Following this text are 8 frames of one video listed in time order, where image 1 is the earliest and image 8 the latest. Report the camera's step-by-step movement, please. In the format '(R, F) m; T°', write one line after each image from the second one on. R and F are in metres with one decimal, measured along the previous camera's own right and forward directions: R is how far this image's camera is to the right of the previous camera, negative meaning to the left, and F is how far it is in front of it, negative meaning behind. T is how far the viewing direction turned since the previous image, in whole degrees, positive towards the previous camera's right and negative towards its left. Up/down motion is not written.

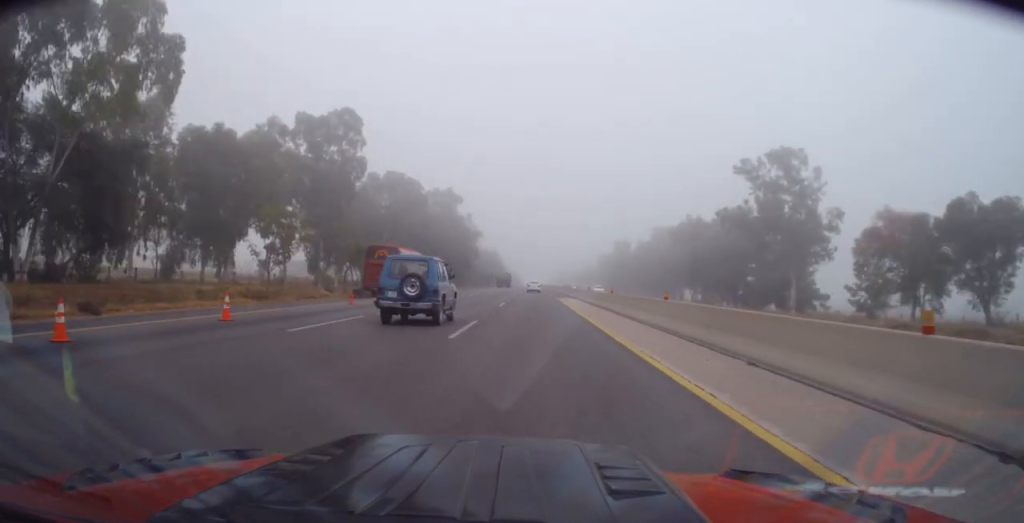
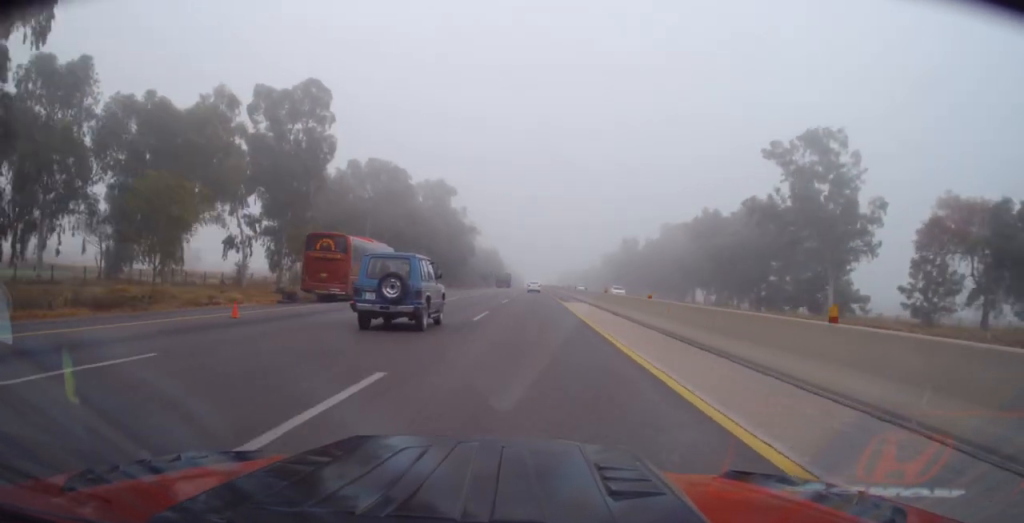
(-0.1, +11.3) m; -1°
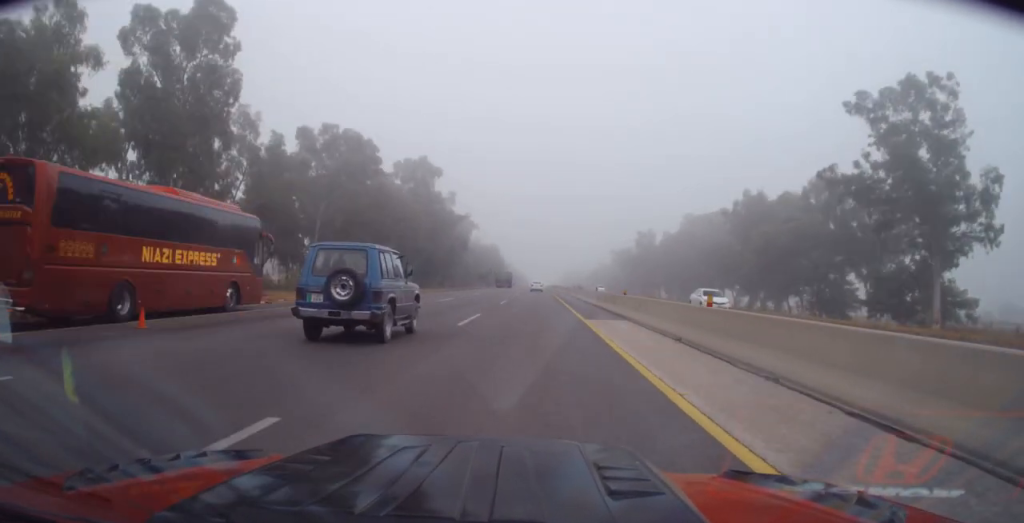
(-0.1, +20.8) m; 0°
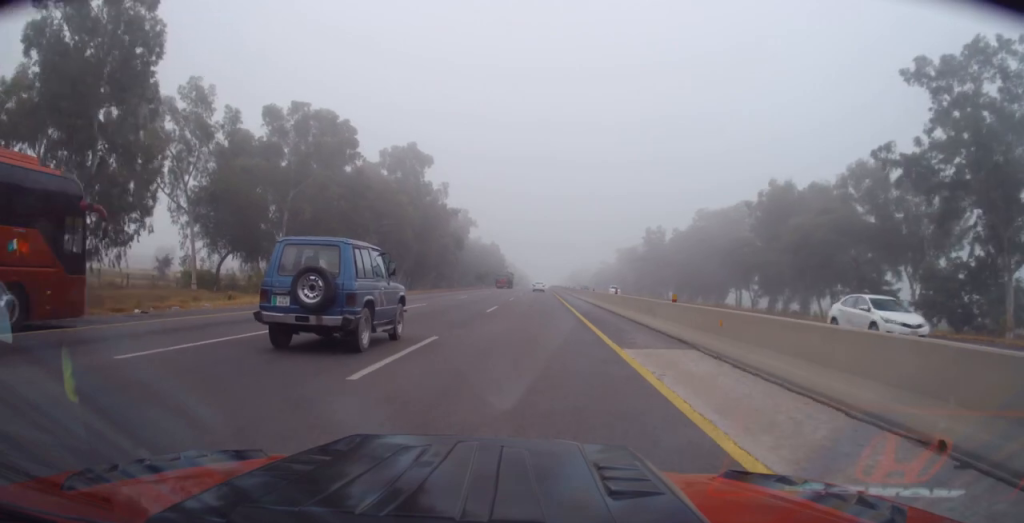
(0.0, +9.6) m; 0°
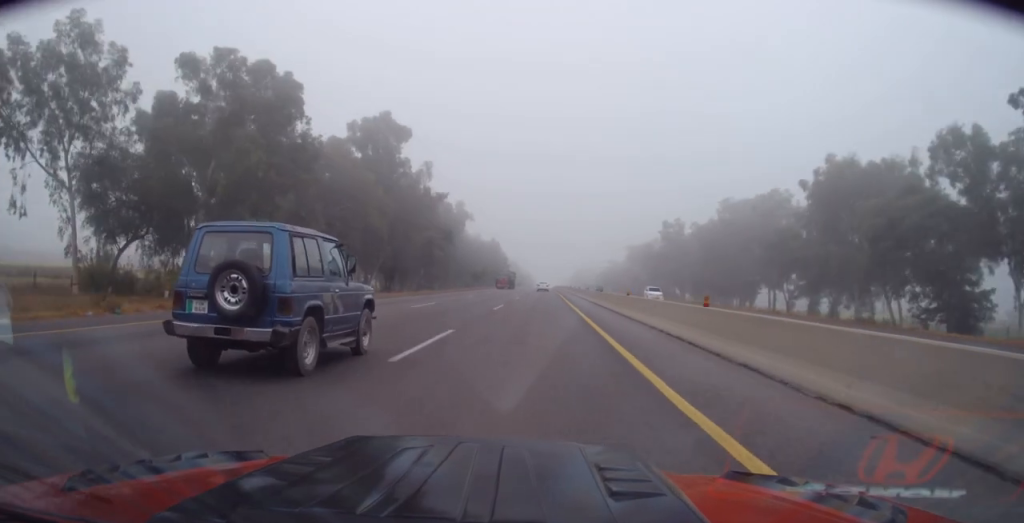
(0.0, +16.0) m; 0°
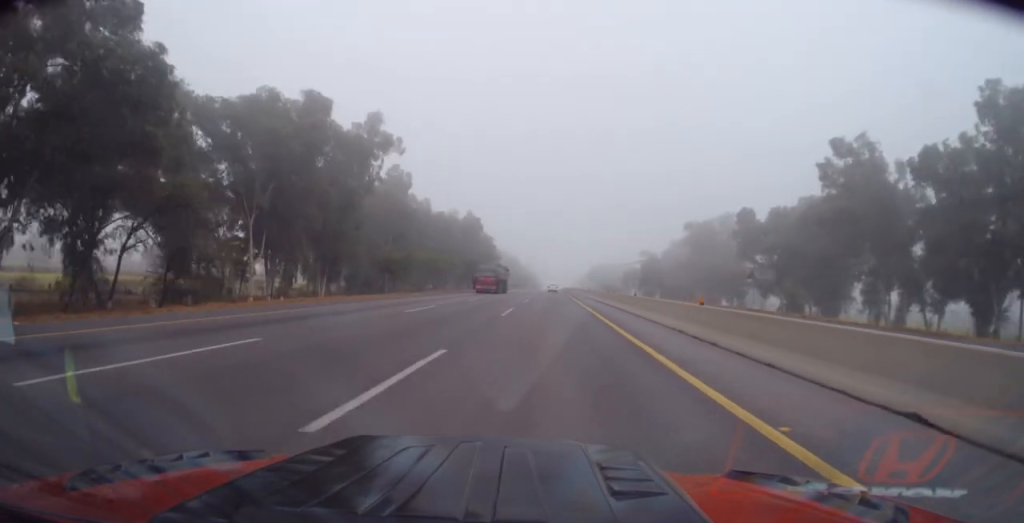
(+0.1, +75.8) m; -1°
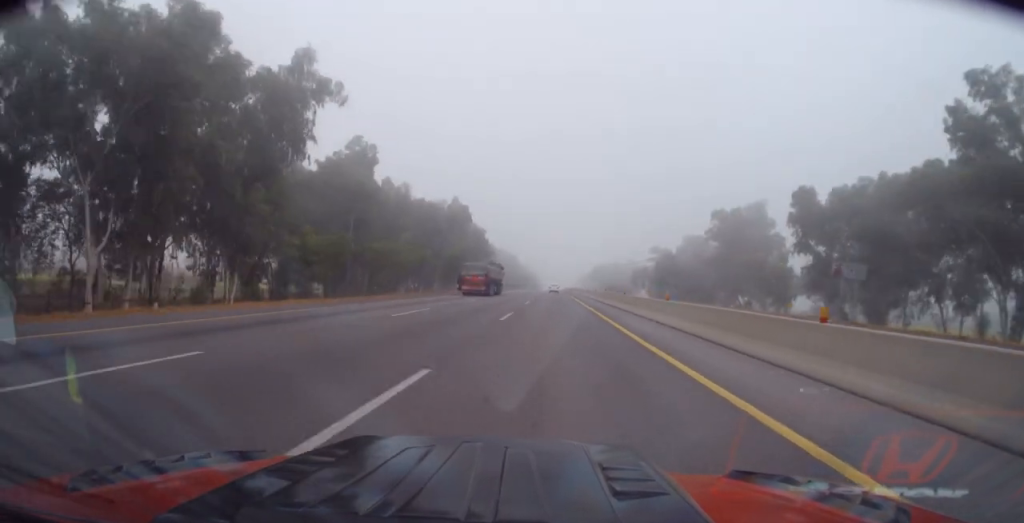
(-0.4, +20.2) m; +1°
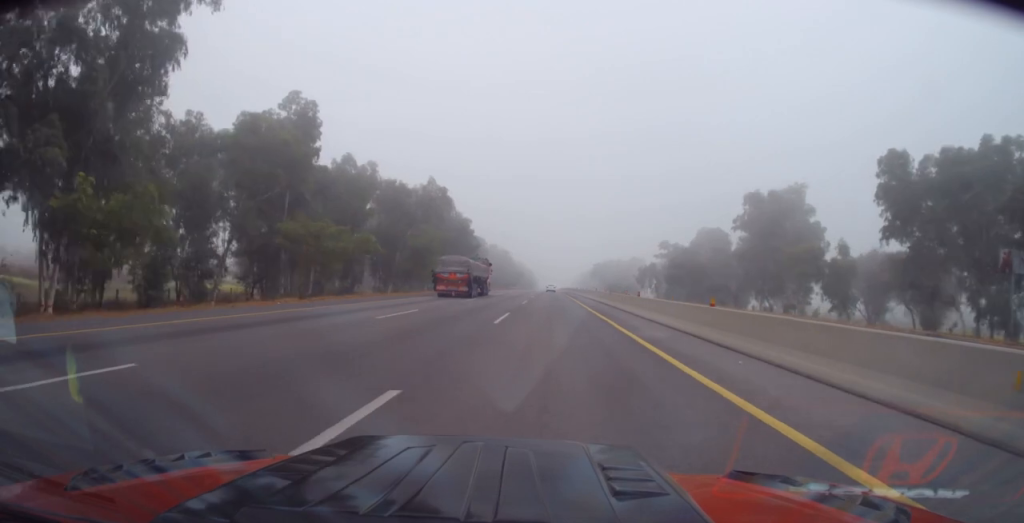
(+0.5, +19.5) m; 0°
